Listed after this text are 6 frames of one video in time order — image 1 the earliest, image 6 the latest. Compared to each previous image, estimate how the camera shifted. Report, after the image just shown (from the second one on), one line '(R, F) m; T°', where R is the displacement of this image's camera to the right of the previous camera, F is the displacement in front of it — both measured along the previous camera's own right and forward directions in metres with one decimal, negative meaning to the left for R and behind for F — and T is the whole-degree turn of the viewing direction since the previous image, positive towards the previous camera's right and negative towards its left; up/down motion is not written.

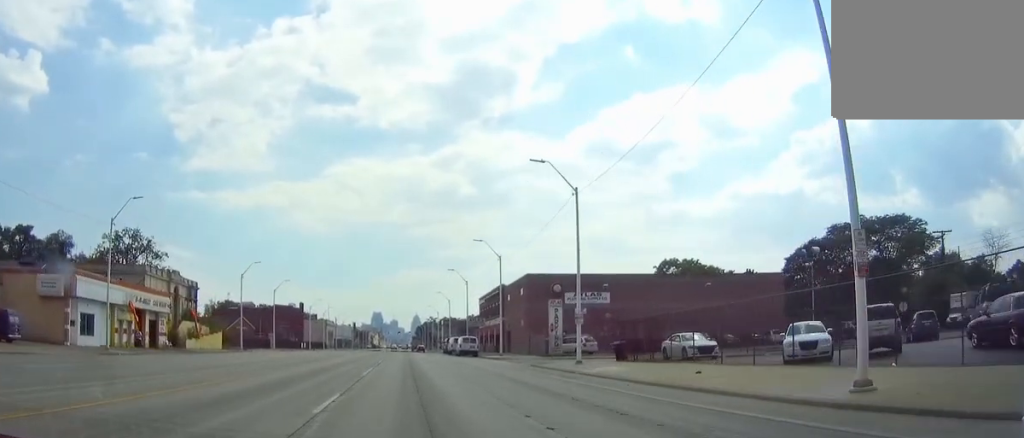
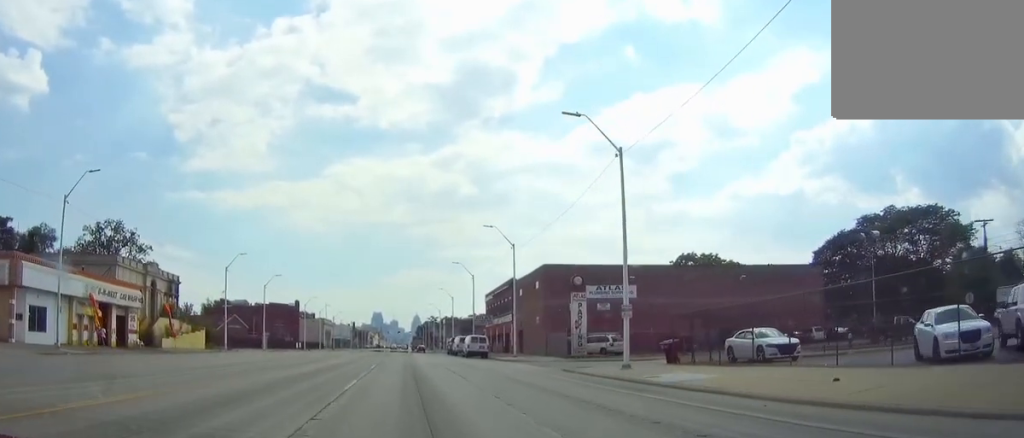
(0.0, +8.7) m; 0°
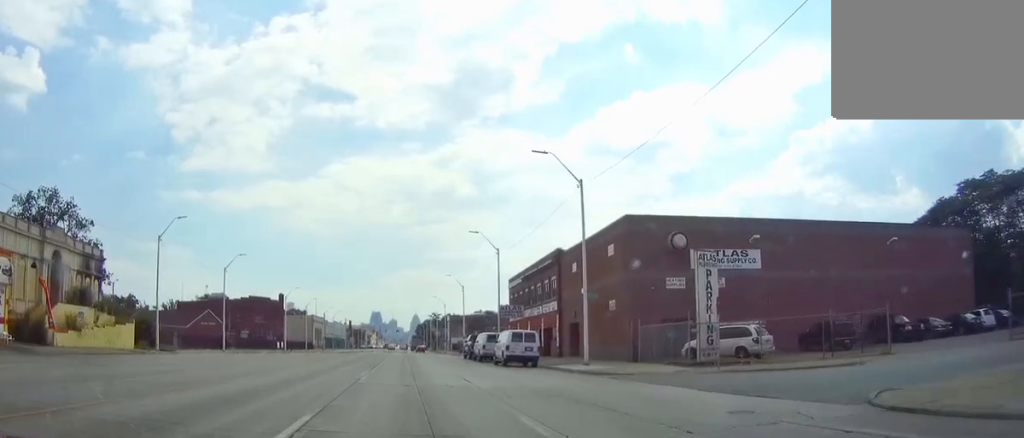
(+0.1, +23.3) m; -1°
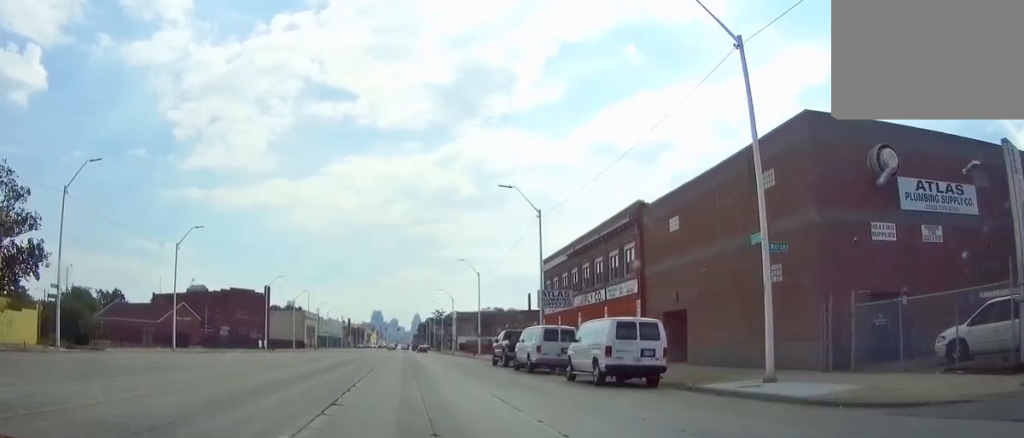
(-0.1, +18.8) m; -1°
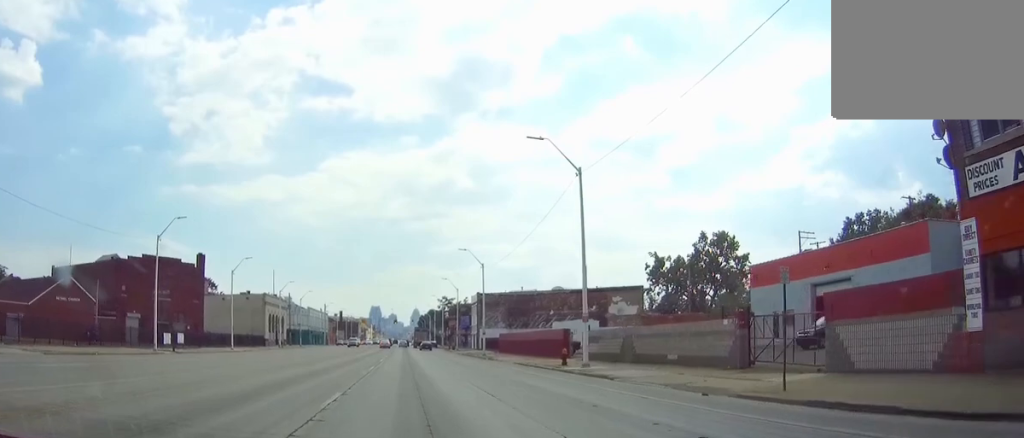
(-0.2, +49.8) m; -1°
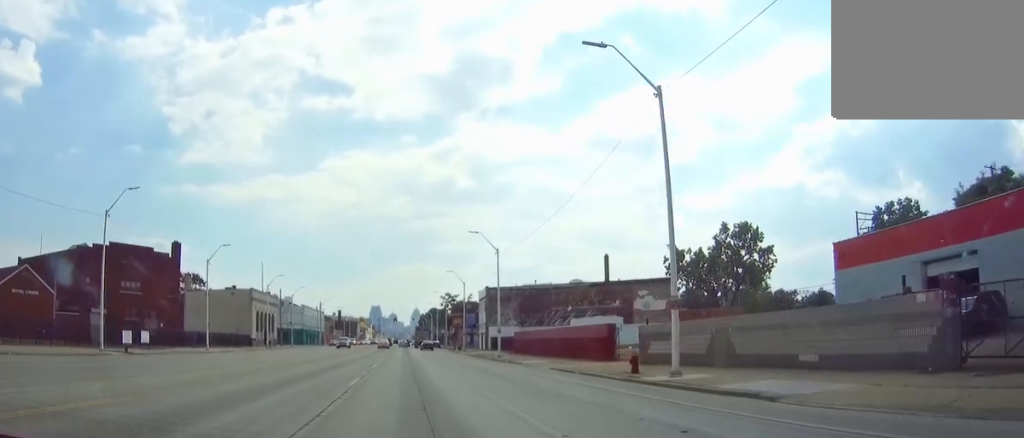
(-0.1, +12.1) m; -1°
